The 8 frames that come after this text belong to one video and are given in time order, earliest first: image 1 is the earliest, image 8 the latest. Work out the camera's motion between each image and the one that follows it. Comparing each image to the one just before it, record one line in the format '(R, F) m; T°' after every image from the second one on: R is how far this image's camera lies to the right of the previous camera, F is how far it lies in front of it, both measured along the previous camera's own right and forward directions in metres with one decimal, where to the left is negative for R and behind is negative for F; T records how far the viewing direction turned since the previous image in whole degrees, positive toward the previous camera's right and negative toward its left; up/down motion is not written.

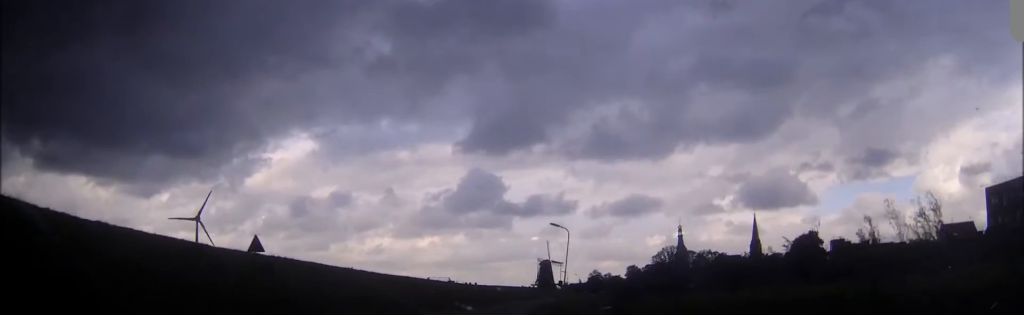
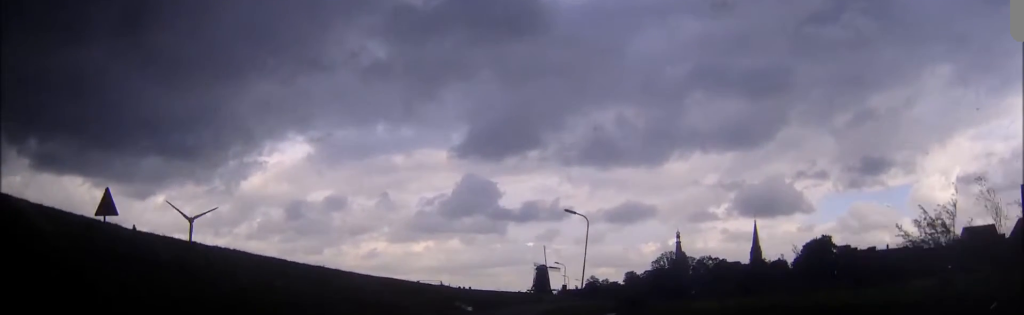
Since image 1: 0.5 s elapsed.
(0.0, +11.0) m; 0°
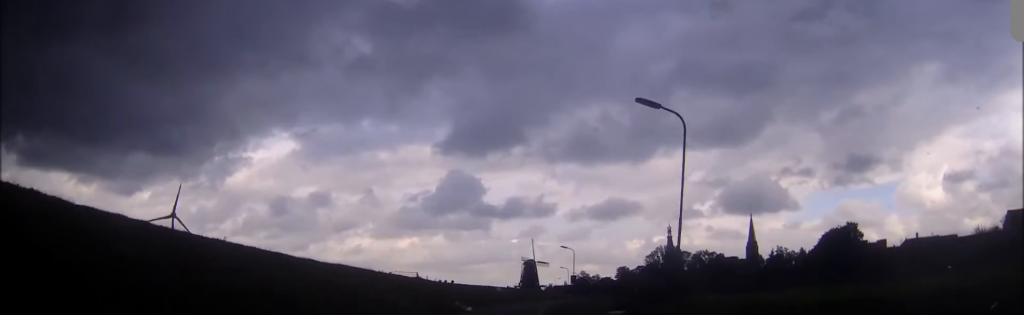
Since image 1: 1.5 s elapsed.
(0.0, +21.7) m; +1°
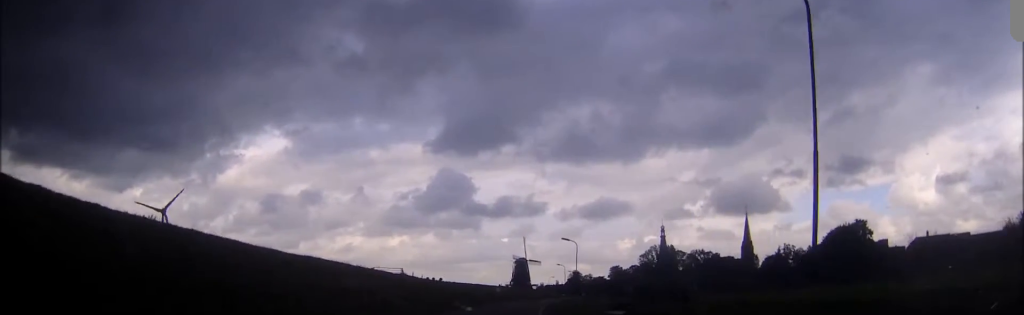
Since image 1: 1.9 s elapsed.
(0.0, +8.6) m; 0°
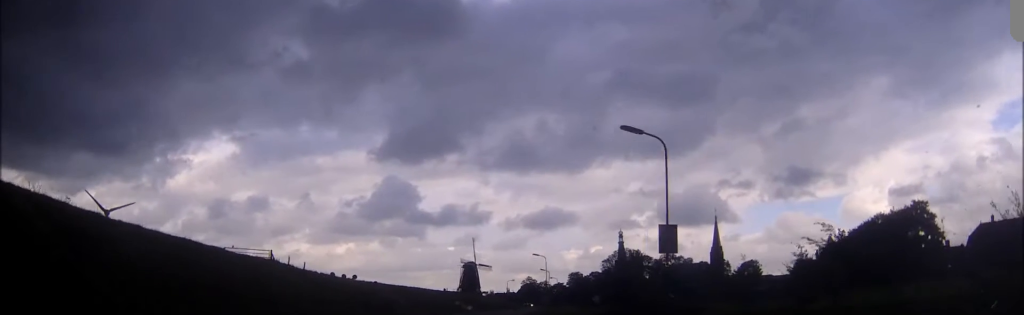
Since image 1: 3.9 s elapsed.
(+1.1, +42.3) m; +4°
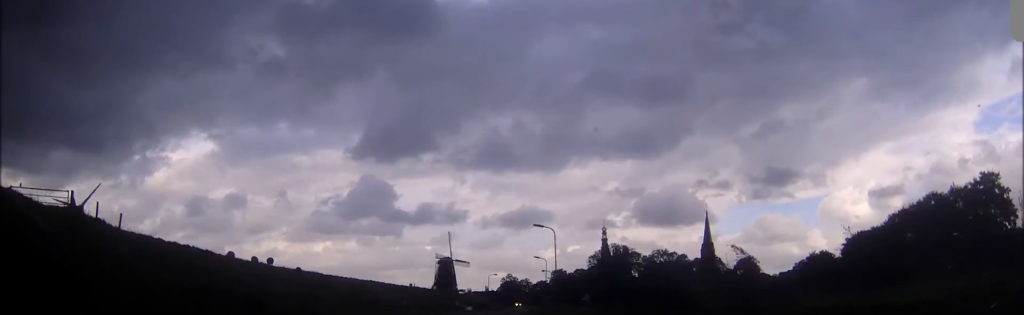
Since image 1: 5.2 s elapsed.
(+0.7, +25.8) m; +2°
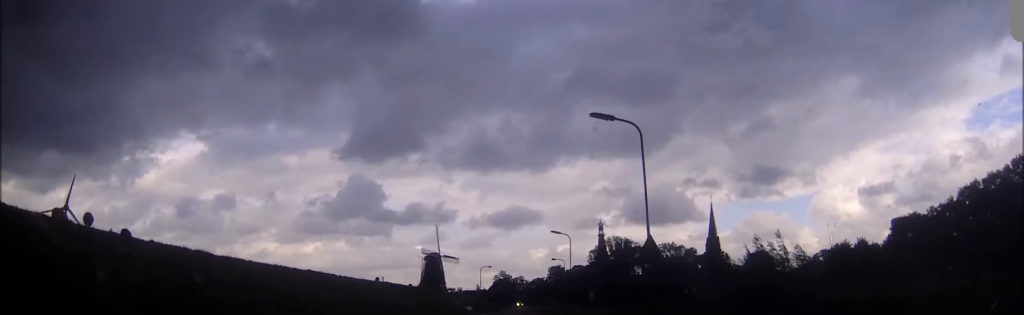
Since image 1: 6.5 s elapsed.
(+0.3, +27.0) m; +1°
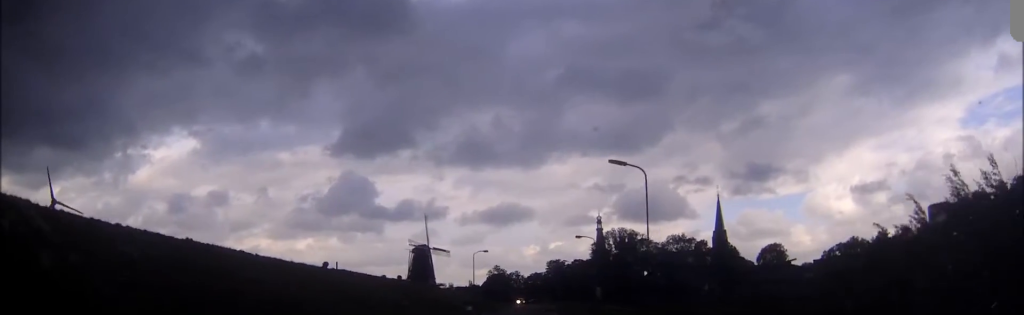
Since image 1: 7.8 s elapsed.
(+0.2, +24.8) m; +1°
